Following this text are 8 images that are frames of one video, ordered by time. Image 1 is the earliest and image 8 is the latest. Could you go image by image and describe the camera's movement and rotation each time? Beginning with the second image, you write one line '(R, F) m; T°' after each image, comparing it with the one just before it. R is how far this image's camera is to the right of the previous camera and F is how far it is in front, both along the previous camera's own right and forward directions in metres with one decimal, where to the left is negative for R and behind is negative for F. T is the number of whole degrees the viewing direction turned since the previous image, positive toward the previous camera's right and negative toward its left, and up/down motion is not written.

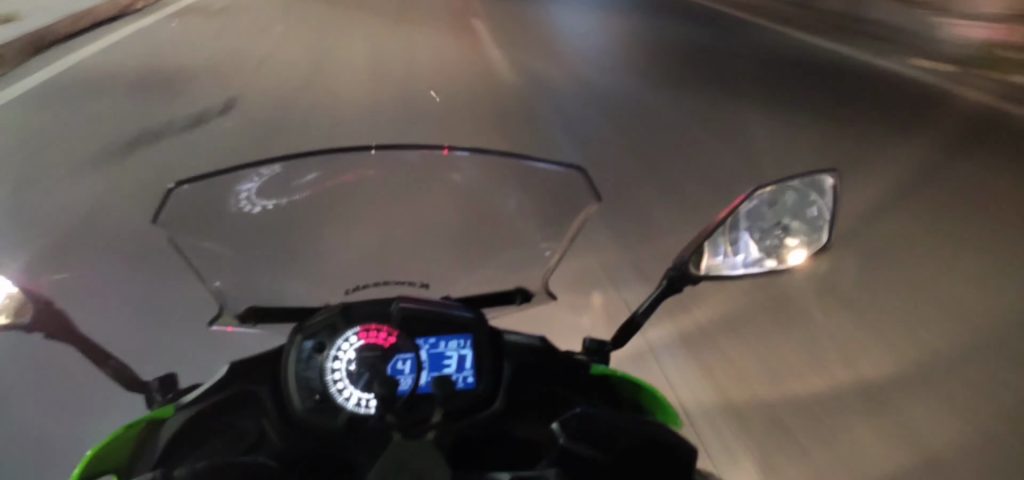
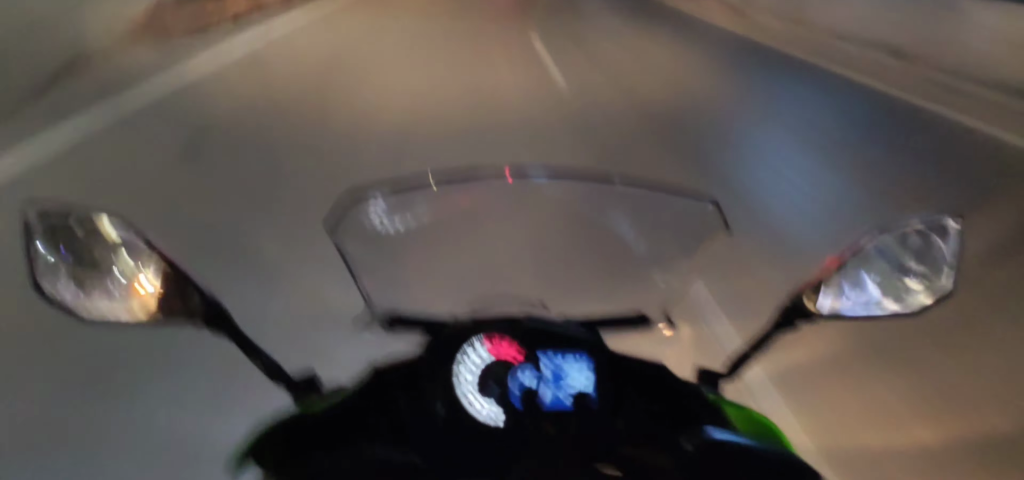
(+0.5, +11.1) m; -1°
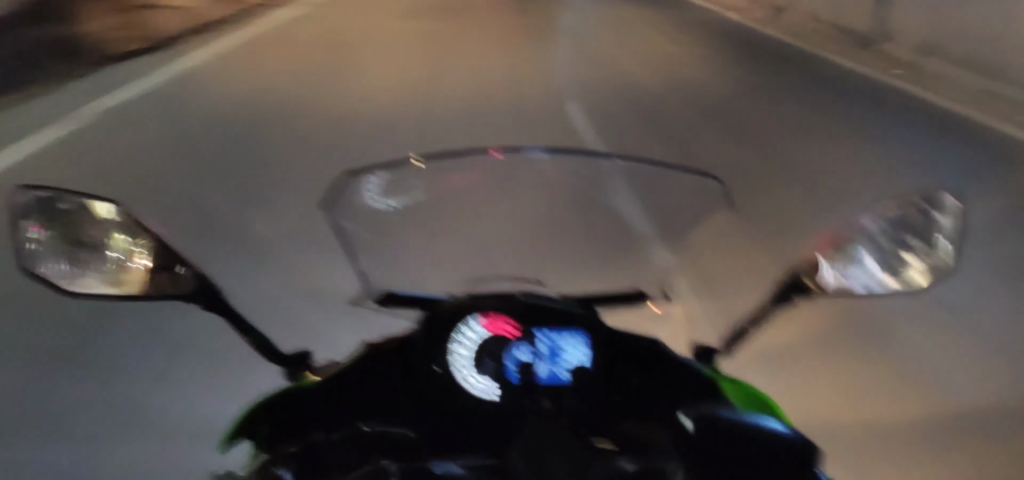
(-0.2, +4.0) m; -2°
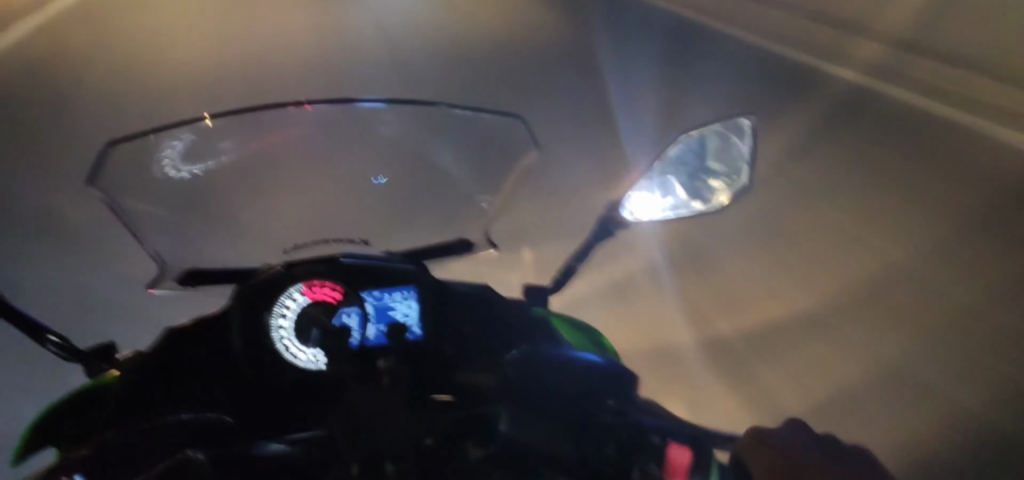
(-0.2, +7.4) m; 0°
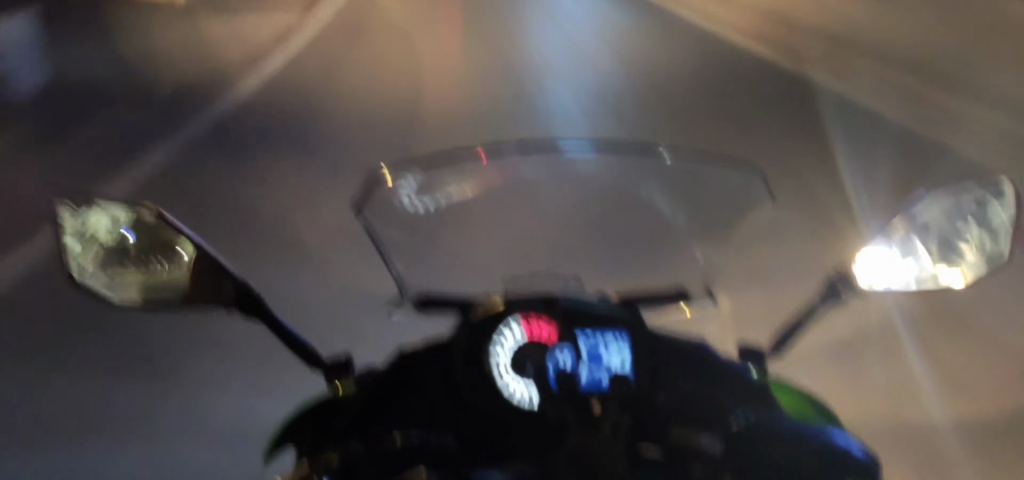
(-0.1, +6.3) m; +2°
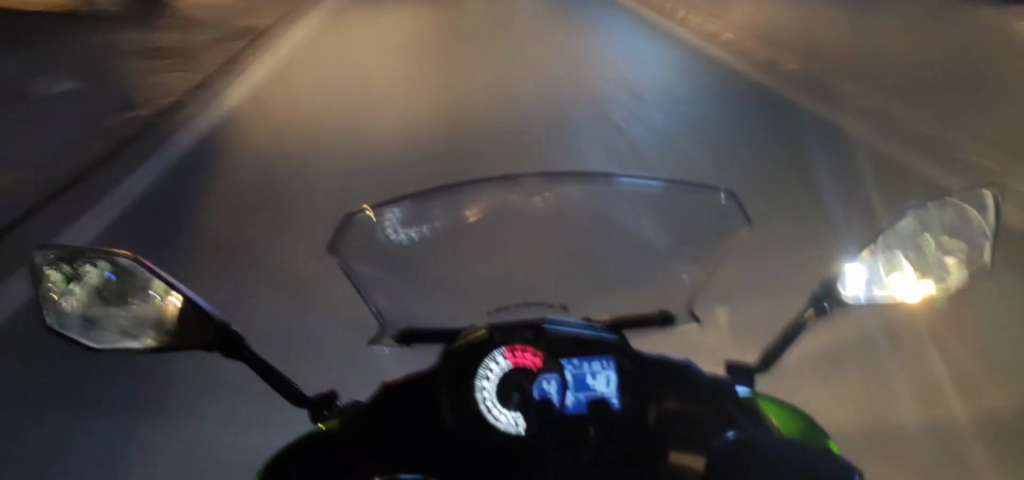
(+0.4, +8.2) m; -1°
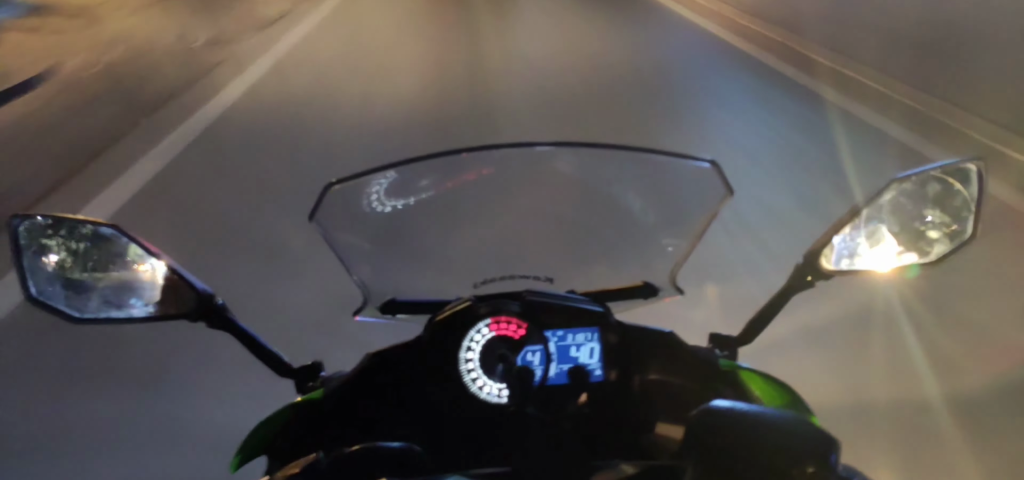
(-0.2, +5.7) m; 0°
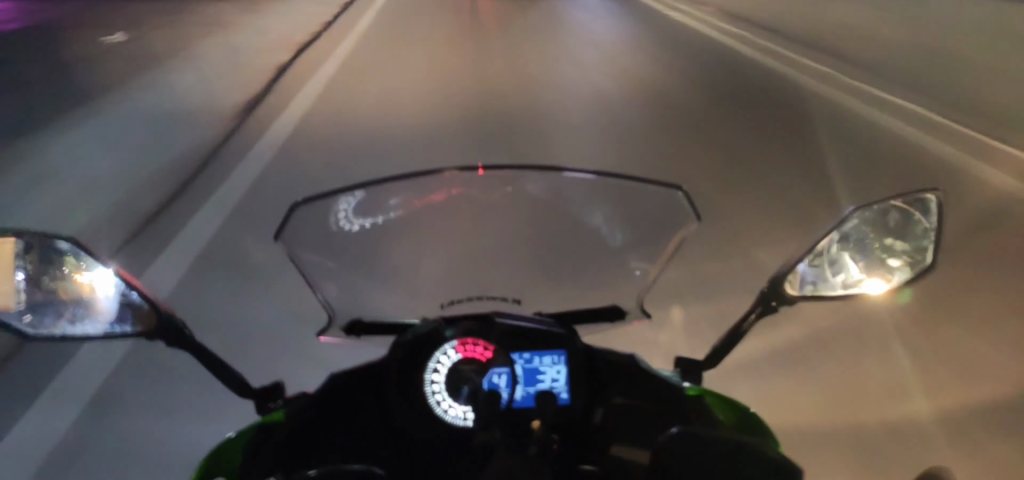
(+0.1, +14.3) m; +1°
